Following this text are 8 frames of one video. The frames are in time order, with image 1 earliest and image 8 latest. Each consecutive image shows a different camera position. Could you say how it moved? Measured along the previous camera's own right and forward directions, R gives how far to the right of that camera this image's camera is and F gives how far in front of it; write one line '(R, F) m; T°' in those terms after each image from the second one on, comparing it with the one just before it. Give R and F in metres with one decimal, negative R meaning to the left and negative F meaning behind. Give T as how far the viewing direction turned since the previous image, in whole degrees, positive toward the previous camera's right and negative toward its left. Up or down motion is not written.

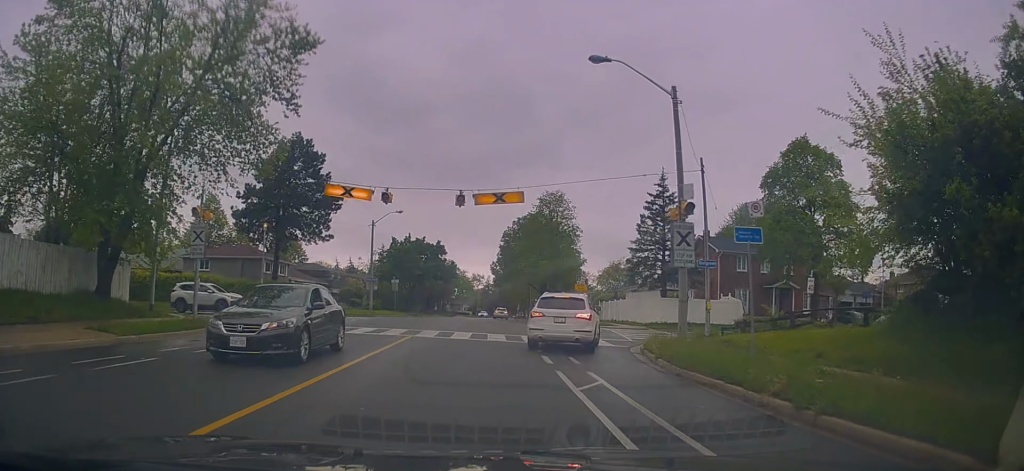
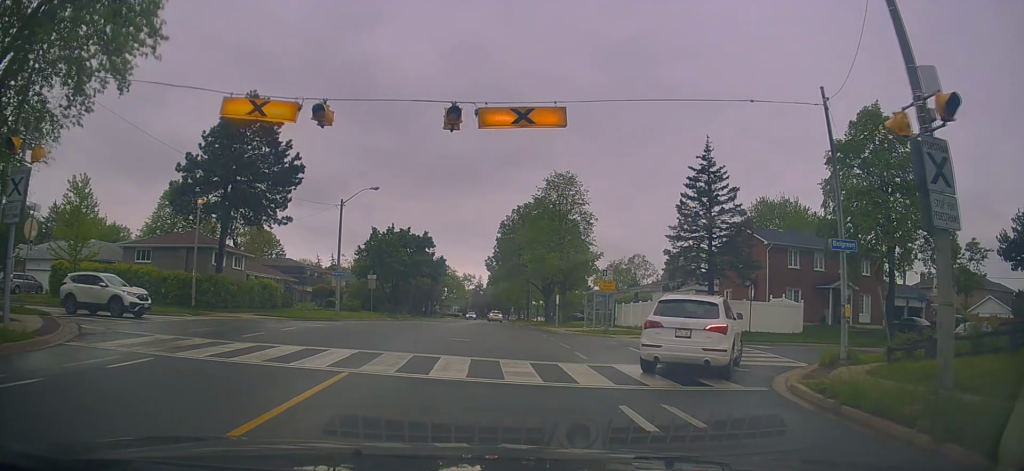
(-0.3, +9.6) m; +1°
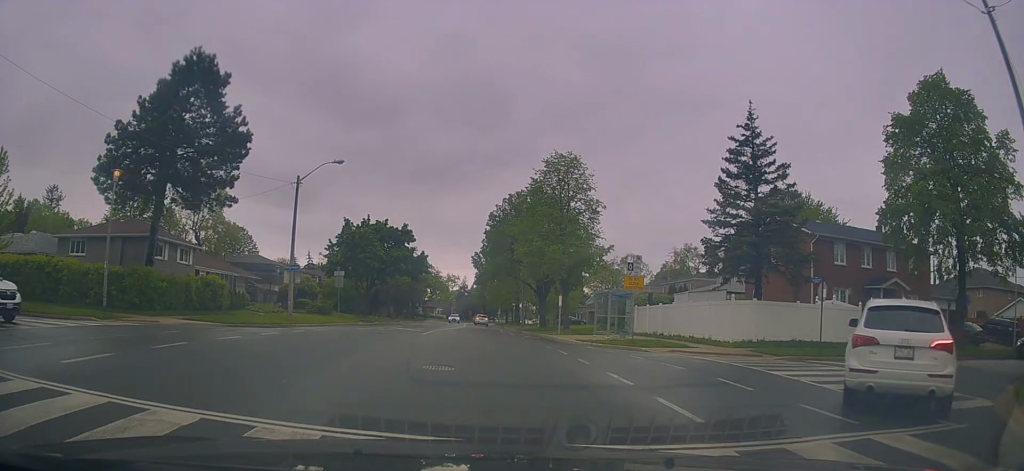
(+0.2, +6.7) m; +2°
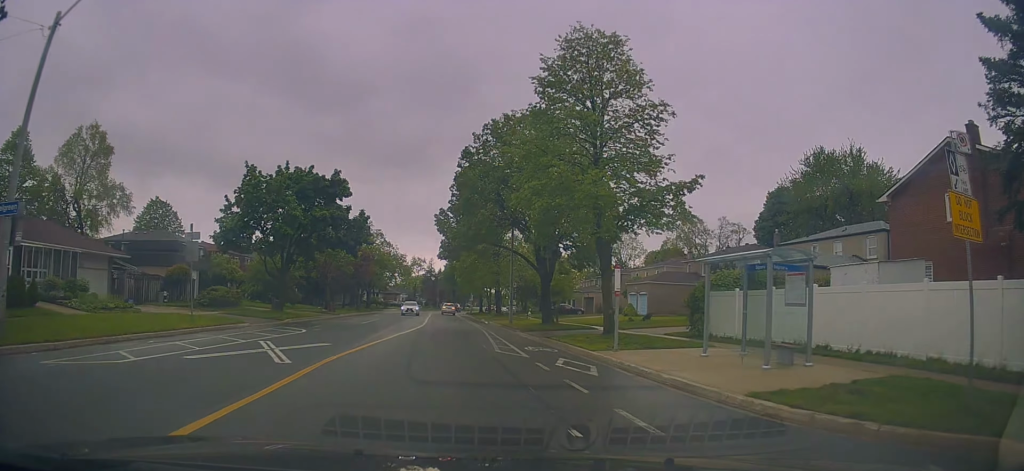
(+1.0, +18.0) m; +3°
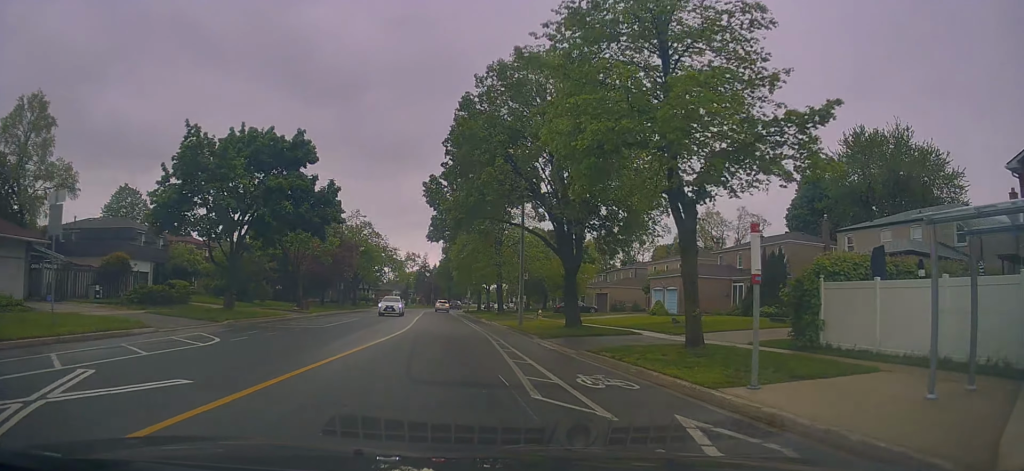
(+0.1, +8.3) m; -1°
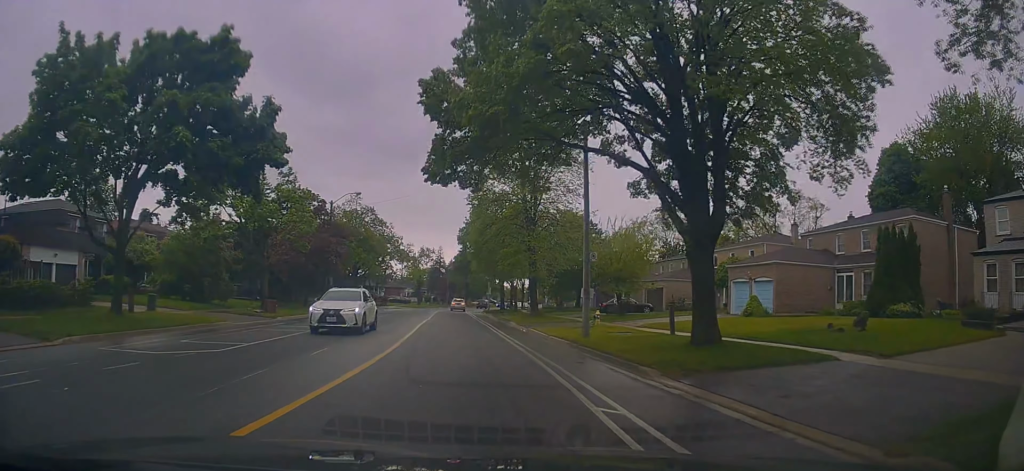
(-0.5, +12.0) m; 0°
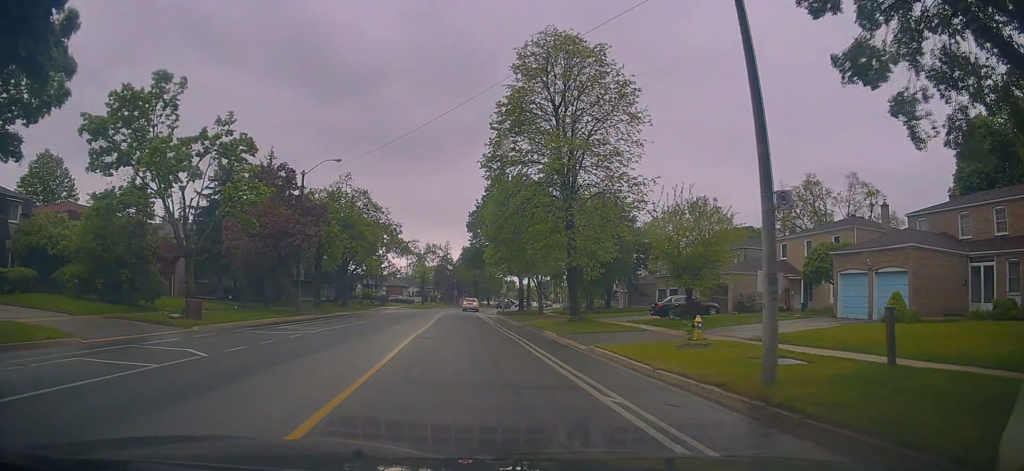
(+0.5, +10.9) m; 0°
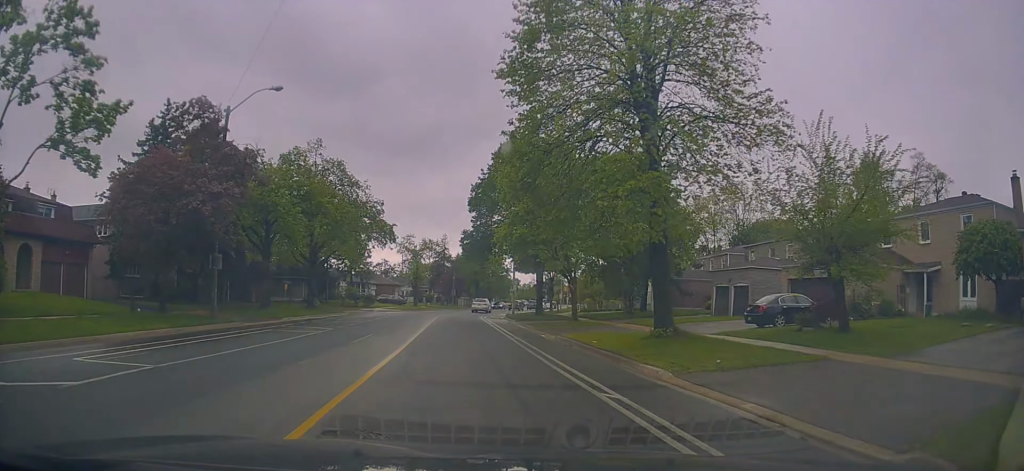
(-0.7, +12.6) m; -1°
